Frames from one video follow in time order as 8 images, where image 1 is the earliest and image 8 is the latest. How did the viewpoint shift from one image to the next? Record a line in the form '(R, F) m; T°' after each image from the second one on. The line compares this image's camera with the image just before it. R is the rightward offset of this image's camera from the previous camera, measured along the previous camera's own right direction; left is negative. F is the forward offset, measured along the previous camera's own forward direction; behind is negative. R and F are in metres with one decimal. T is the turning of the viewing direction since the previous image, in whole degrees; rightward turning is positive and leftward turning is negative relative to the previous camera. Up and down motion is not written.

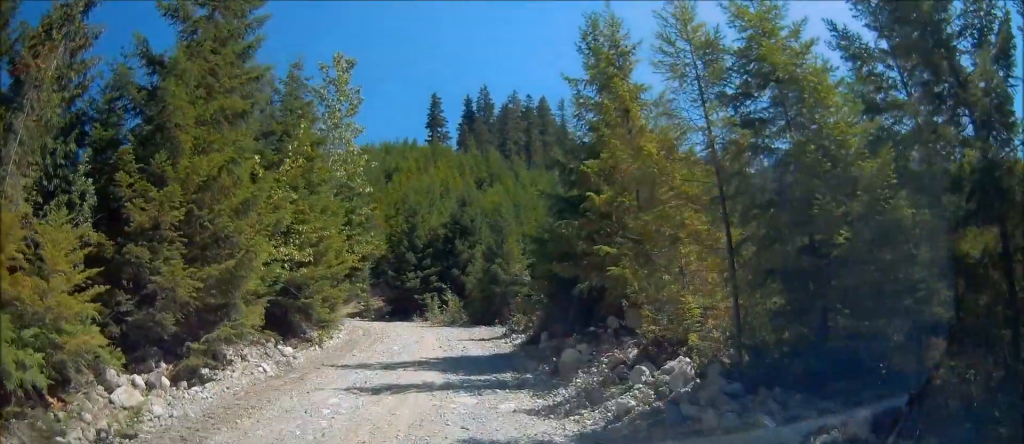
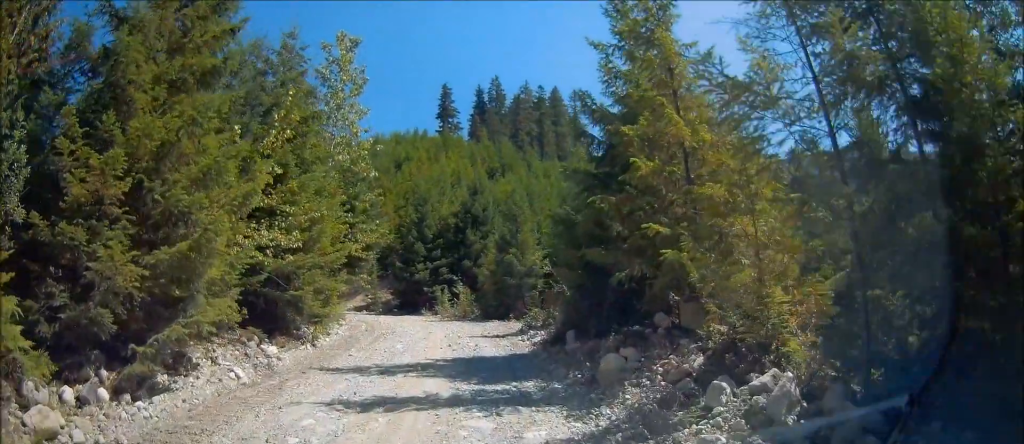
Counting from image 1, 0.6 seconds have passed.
(0.0, +2.1) m; -4°
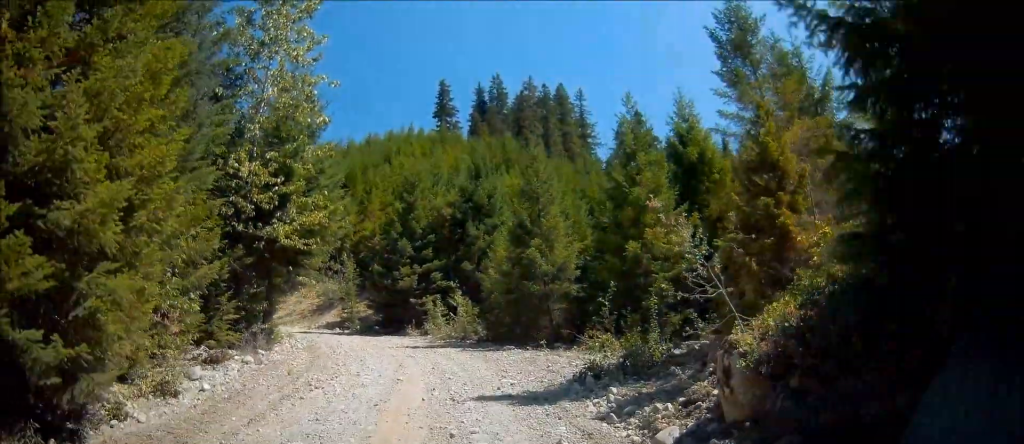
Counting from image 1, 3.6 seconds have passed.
(+0.2, +10.9) m; +1°
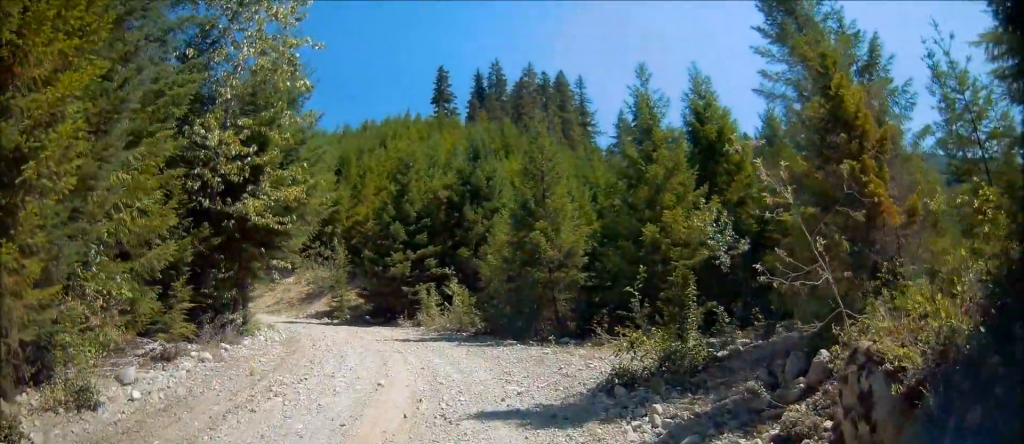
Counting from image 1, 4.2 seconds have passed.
(-0.1, +2.3) m; -5°
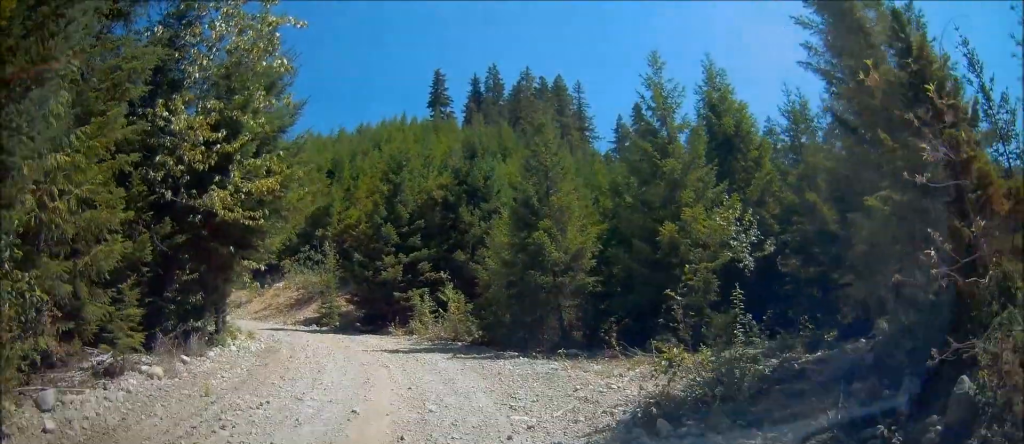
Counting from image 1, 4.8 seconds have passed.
(-0.2, +2.0) m; -4°
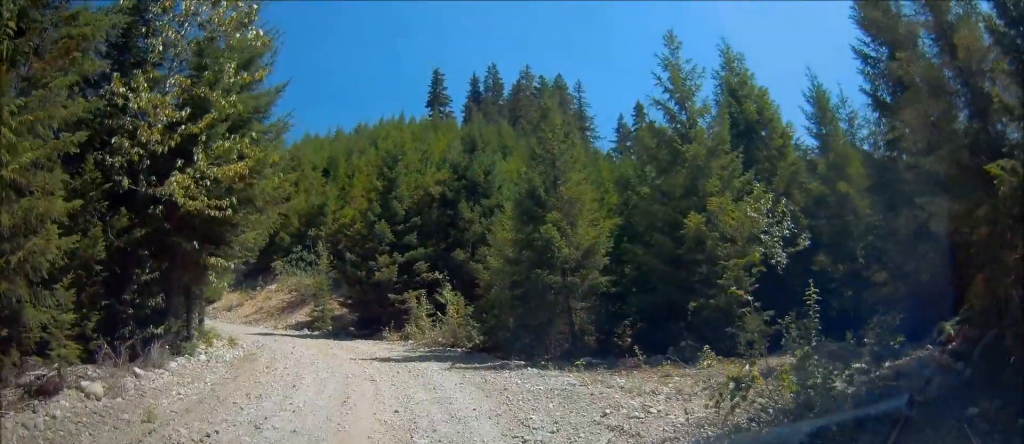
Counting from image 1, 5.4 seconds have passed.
(0.0, +1.9) m; +3°
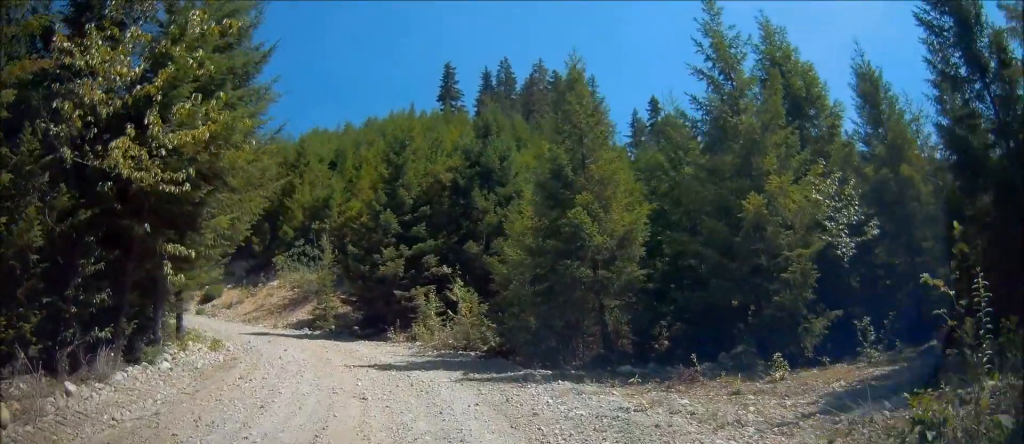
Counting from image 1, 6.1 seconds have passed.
(+0.1, +2.4) m; +3°
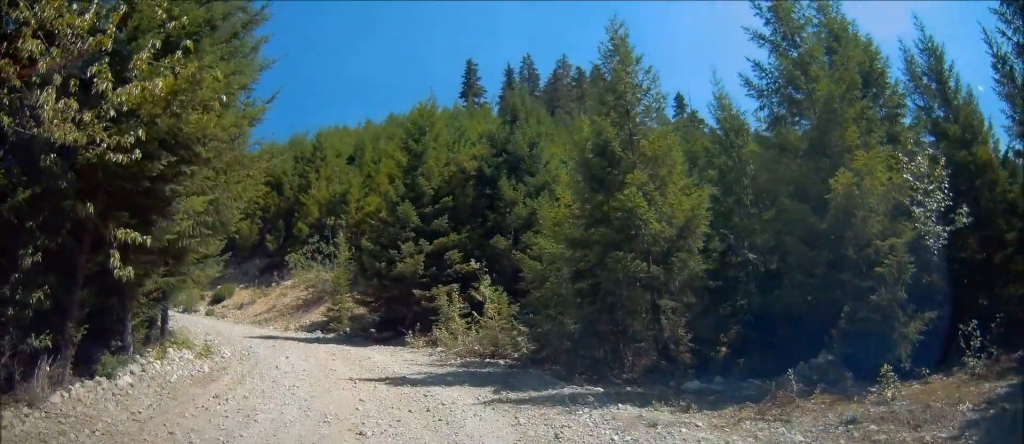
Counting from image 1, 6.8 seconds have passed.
(+0.3, +2.3) m; 0°
